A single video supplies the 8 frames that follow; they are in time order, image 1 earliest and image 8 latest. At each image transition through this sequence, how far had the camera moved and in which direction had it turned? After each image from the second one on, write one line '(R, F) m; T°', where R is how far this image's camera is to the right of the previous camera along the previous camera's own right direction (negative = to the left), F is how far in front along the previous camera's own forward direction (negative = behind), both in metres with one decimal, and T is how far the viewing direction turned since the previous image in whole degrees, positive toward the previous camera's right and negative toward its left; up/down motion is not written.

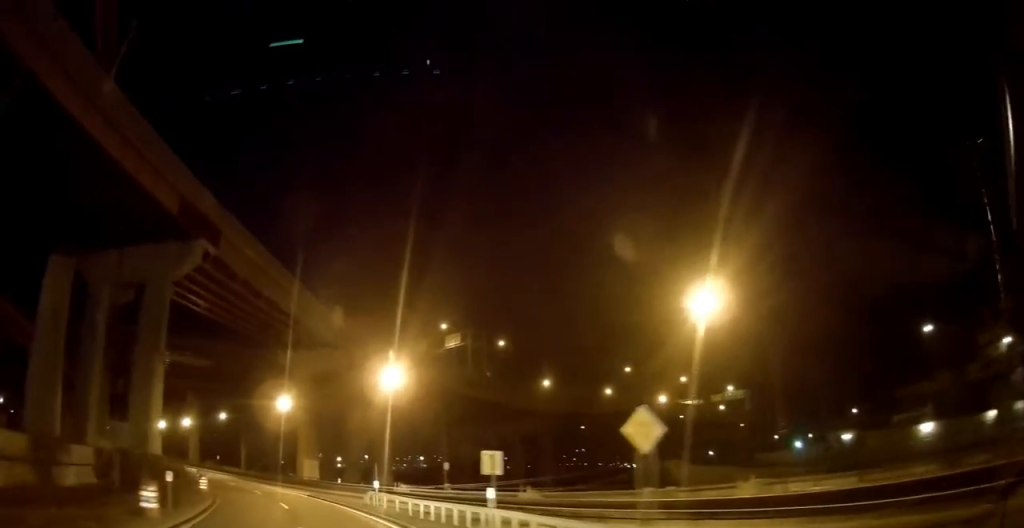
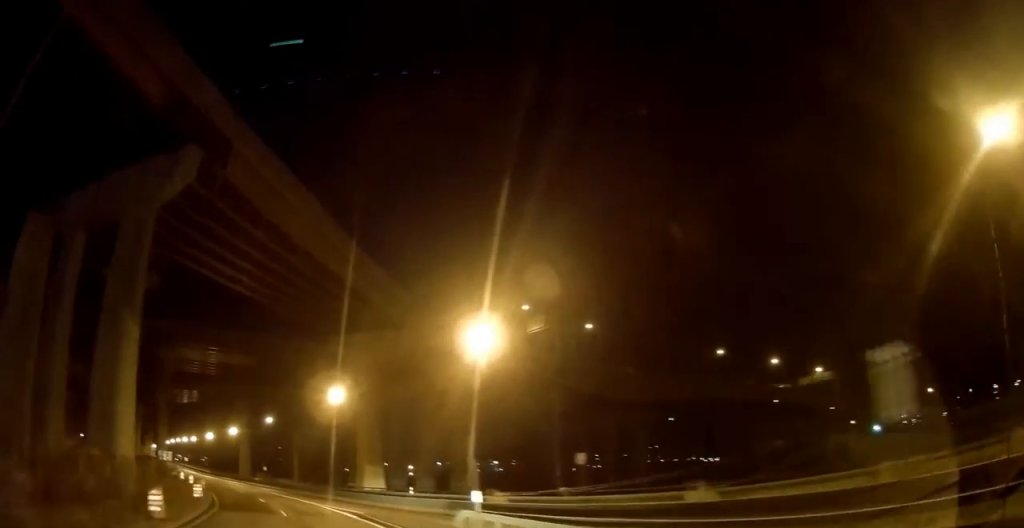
(-0.7, +14.7) m; -5°
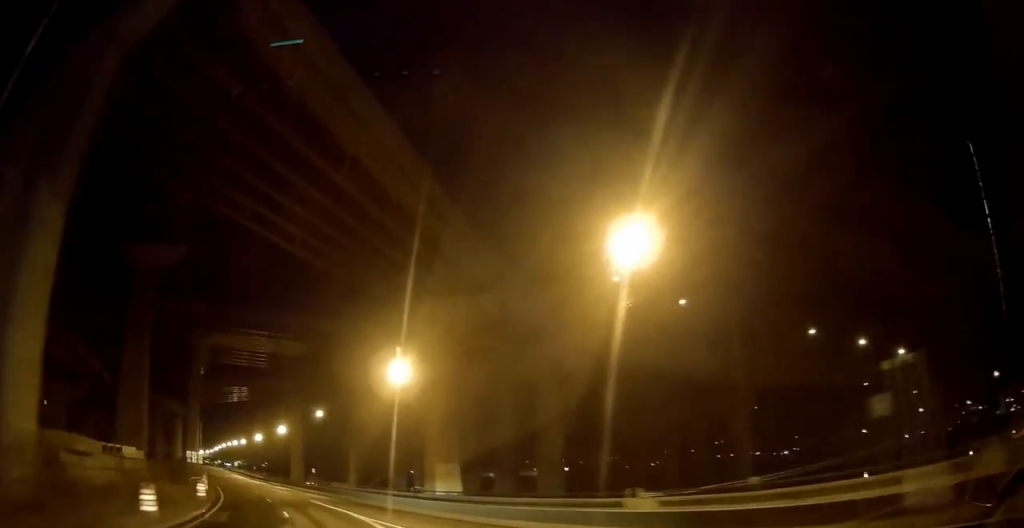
(-0.5, +12.7) m; -5°
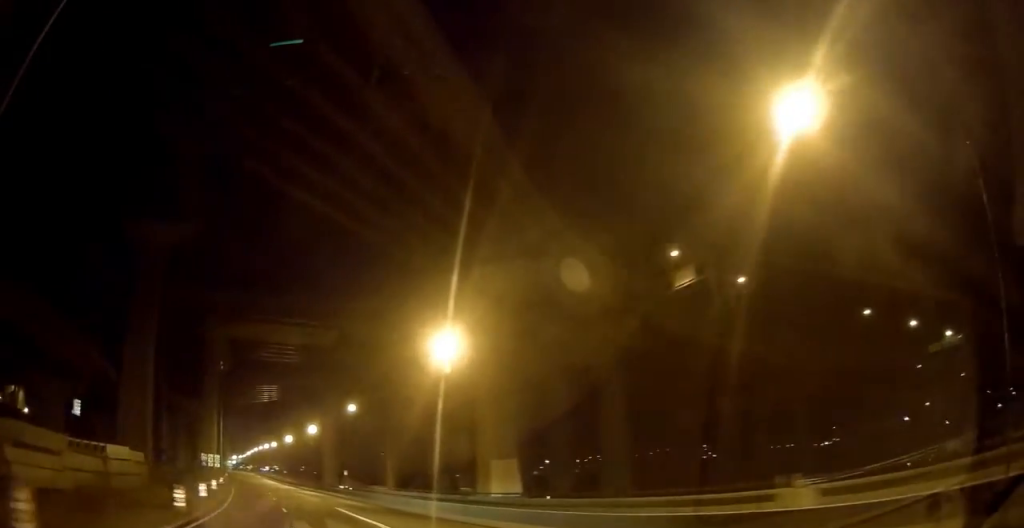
(+0.1, +7.8) m; -3°
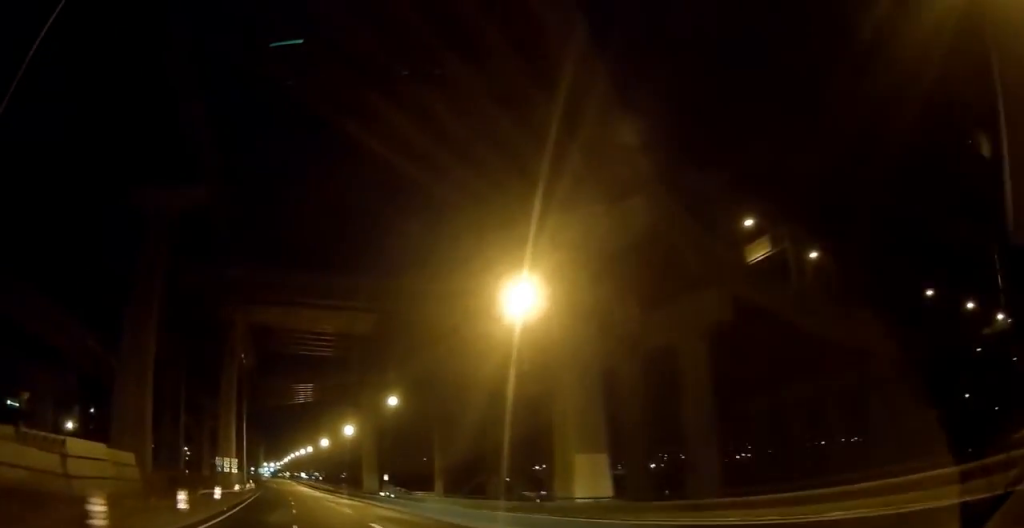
(-0.6, +9.0) m; -4°
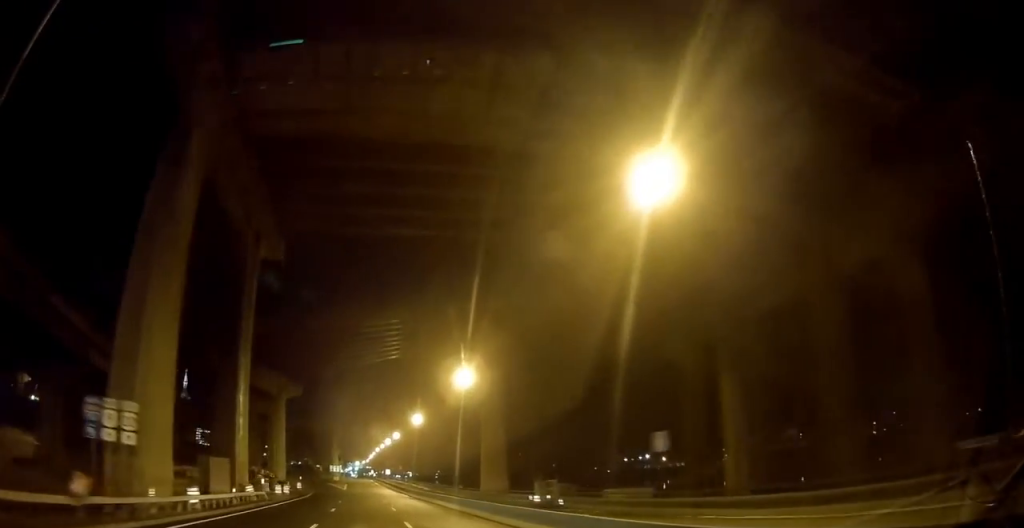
(-3.6, +36.5) m; -10°
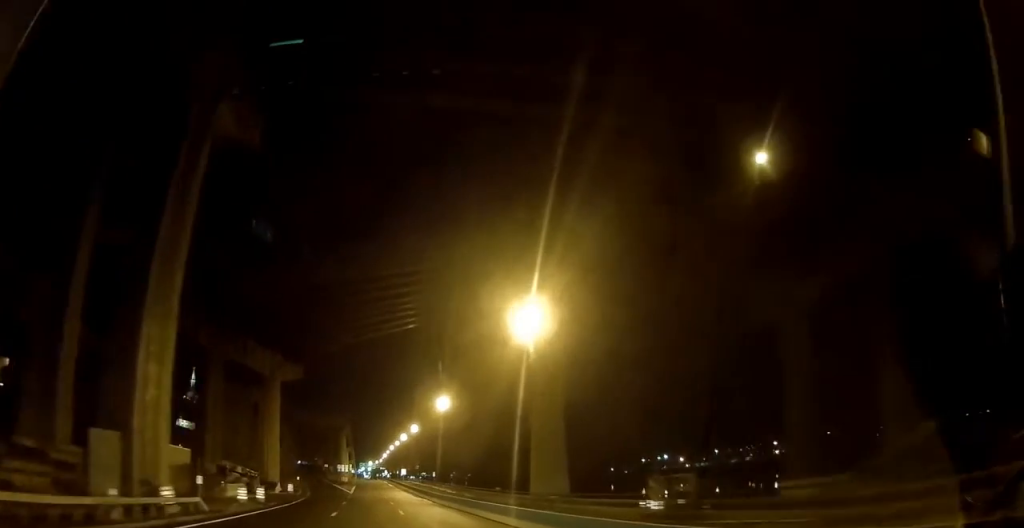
(-0.7, +14.6) m; -4°
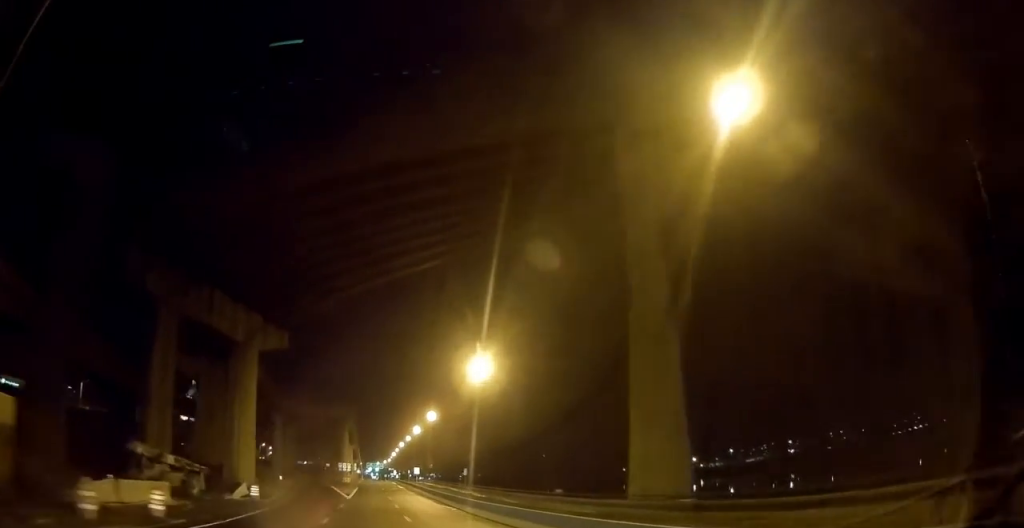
(-0.7, +16.3) m; -1°
